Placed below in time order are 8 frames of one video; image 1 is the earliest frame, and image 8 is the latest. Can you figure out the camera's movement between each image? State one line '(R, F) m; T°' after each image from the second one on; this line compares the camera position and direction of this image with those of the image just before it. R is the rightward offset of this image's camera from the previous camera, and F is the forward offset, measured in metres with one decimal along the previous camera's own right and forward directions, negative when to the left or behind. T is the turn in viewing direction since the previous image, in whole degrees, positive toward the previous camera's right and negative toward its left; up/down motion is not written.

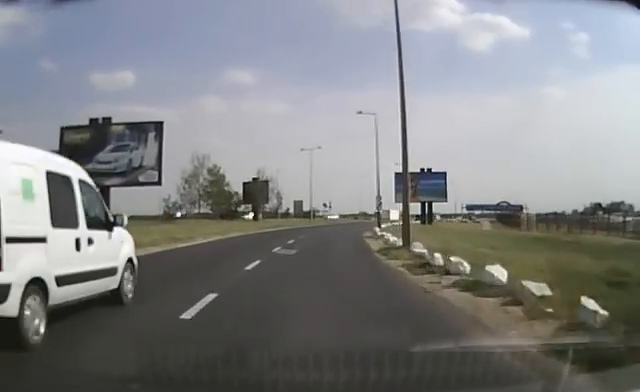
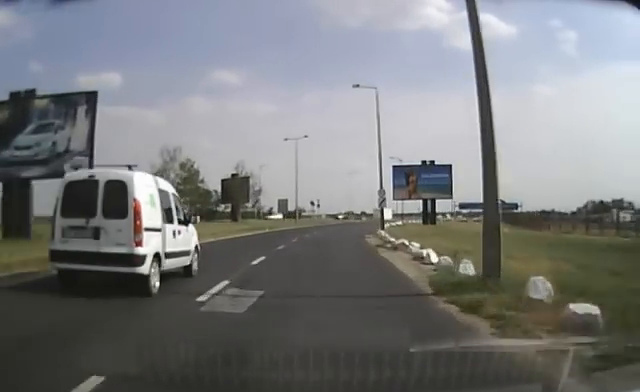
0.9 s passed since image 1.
(-0.1, +11.5) m; 0°
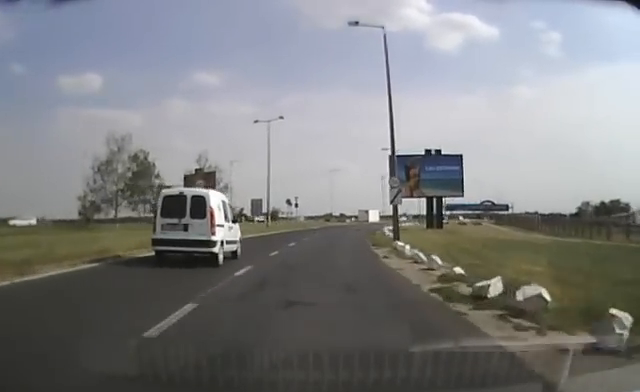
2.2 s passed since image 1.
(+0.2, +15.2) m; +2°
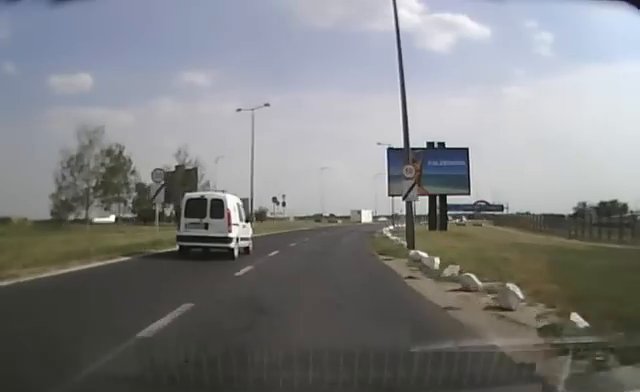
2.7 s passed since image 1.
(+0.1, +6.3) m; +1°
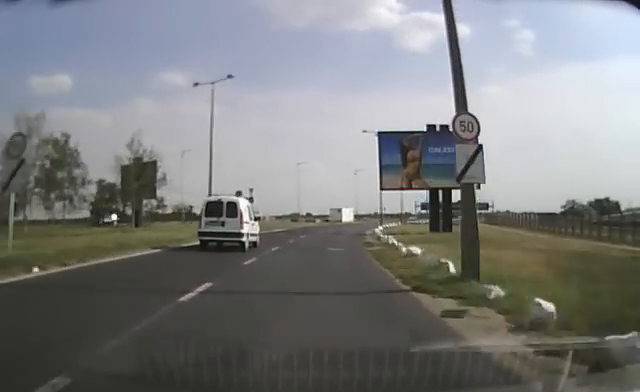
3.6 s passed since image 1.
(0.0, +10.2) m; +1°
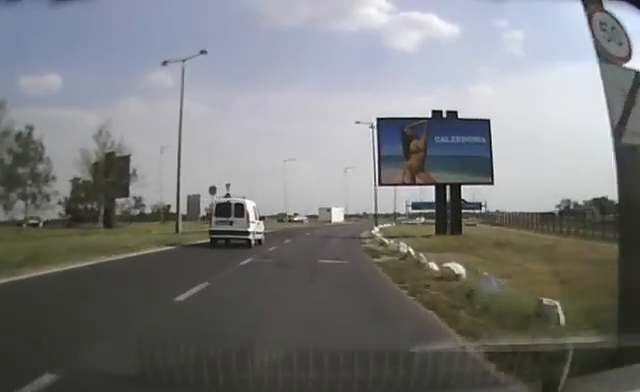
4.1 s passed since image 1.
(+0.1, +6.2) m; +1°
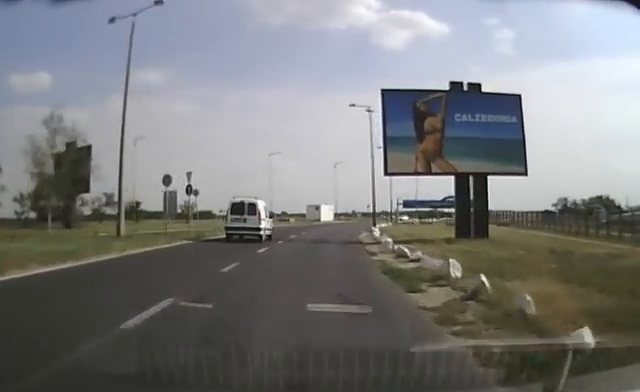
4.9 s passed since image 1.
(+0.1, +9.2) m; +1°
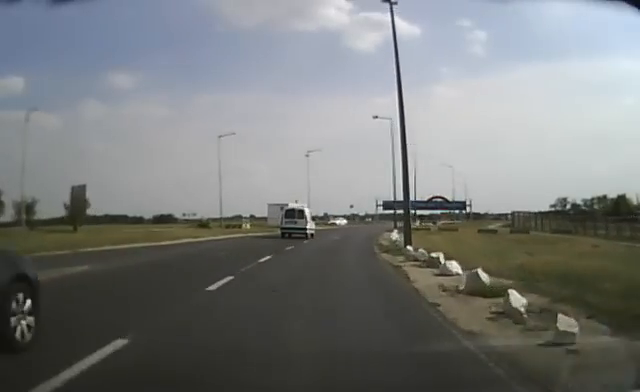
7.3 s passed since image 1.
(+0.5, +27.3) m; +4°
